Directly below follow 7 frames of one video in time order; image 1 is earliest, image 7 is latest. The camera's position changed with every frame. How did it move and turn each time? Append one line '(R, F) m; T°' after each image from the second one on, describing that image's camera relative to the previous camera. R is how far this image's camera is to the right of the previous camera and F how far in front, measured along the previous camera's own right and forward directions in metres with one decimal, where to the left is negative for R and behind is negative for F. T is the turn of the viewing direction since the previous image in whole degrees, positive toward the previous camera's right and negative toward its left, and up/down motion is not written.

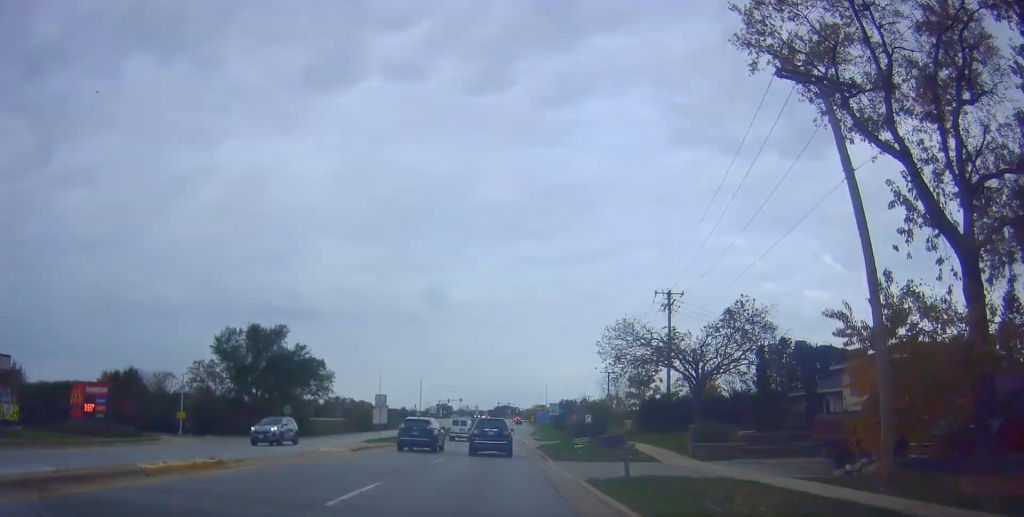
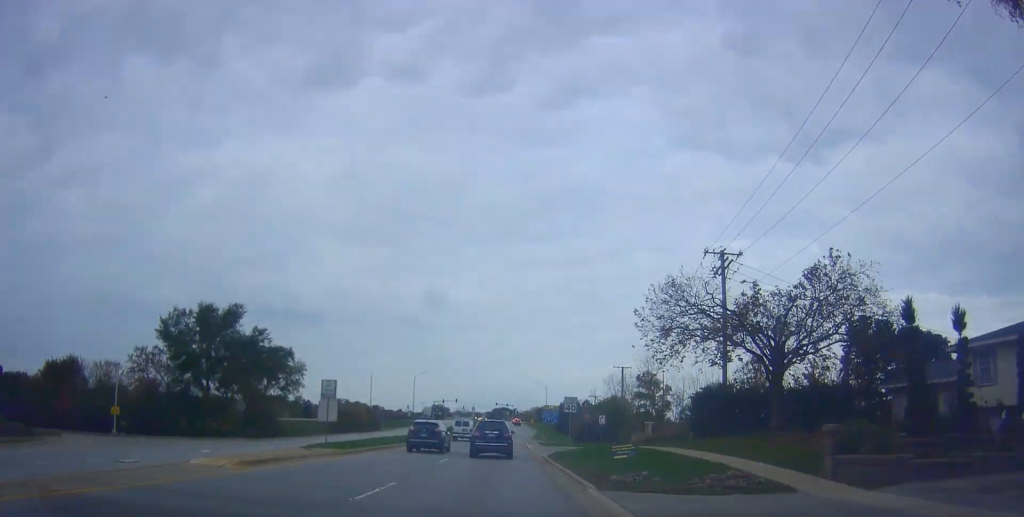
(+0.2, +11.2) m; +1°
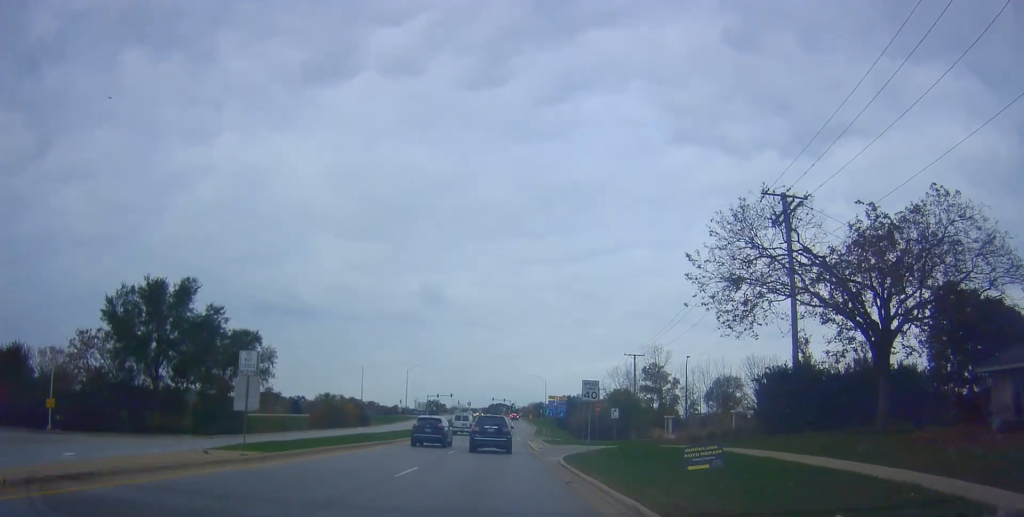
(0.0, +8.5) m; -1°
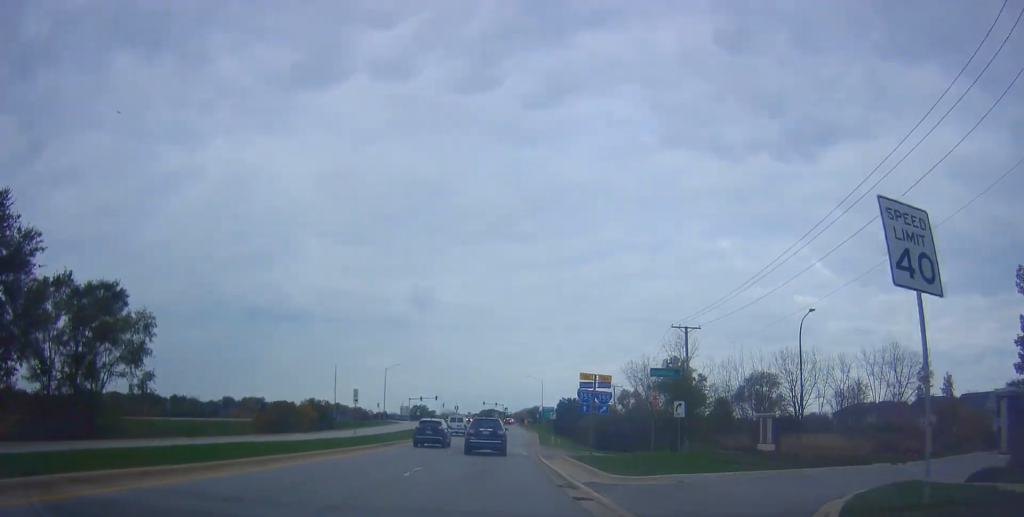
(-0.5, +21.6) m; -1°
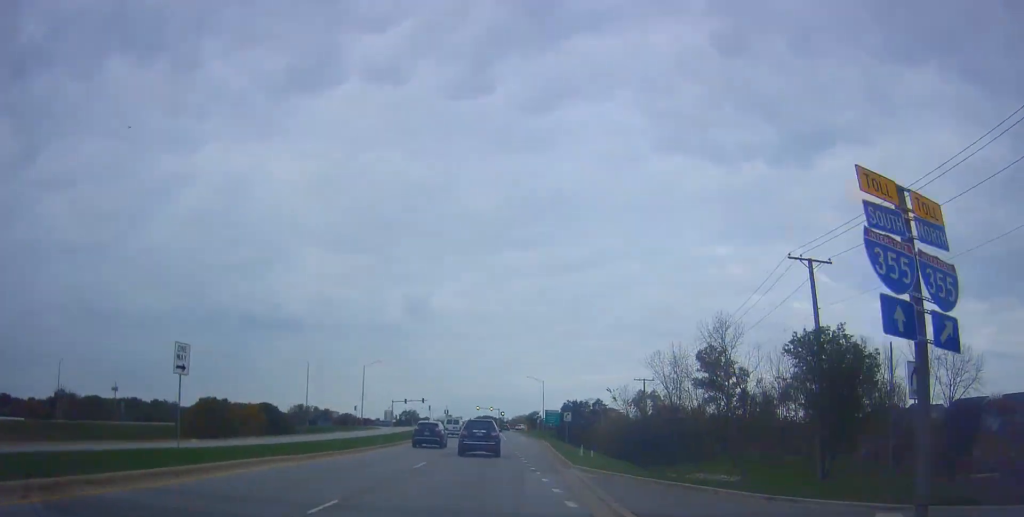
(+0.4, +20.8) m; +2°
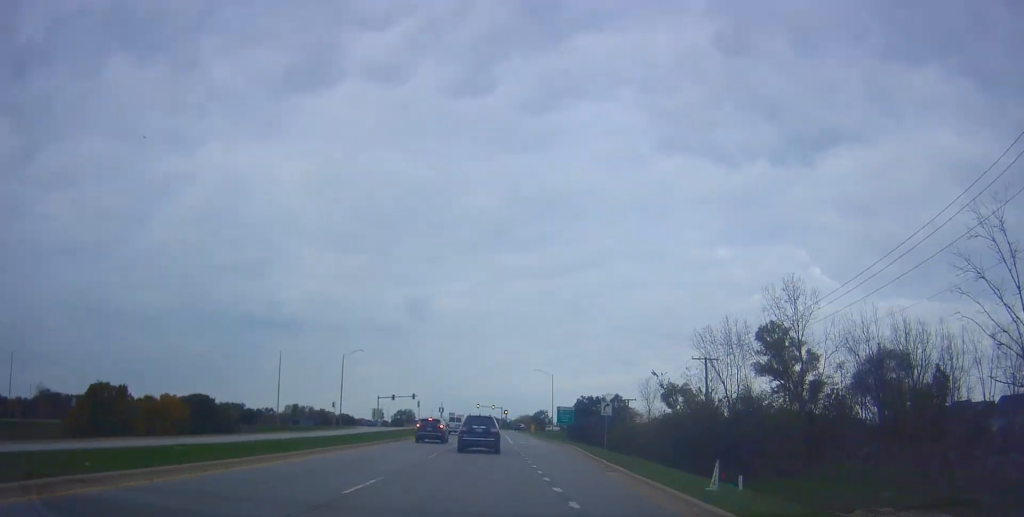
(0.0, +20.5) m; 0°
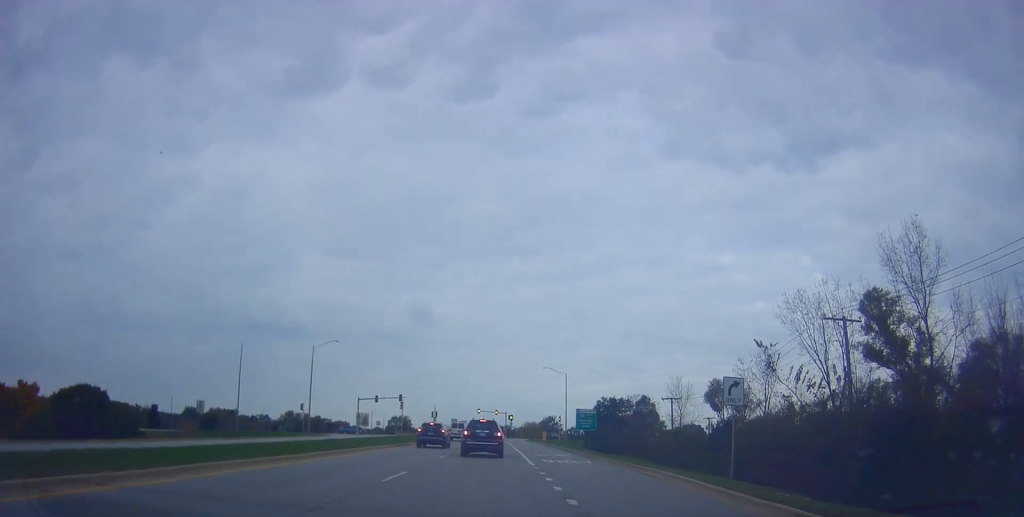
(0.0, +21.6) m; -1°
